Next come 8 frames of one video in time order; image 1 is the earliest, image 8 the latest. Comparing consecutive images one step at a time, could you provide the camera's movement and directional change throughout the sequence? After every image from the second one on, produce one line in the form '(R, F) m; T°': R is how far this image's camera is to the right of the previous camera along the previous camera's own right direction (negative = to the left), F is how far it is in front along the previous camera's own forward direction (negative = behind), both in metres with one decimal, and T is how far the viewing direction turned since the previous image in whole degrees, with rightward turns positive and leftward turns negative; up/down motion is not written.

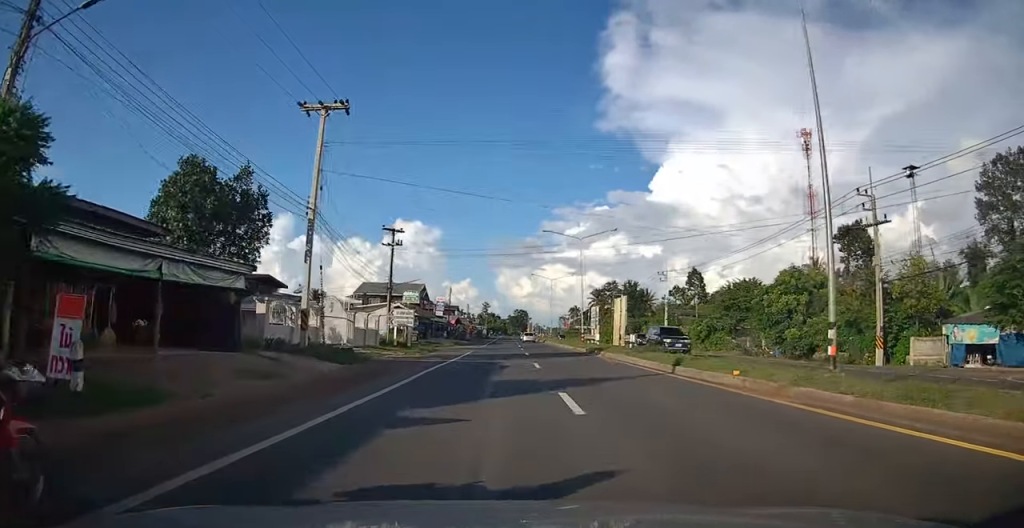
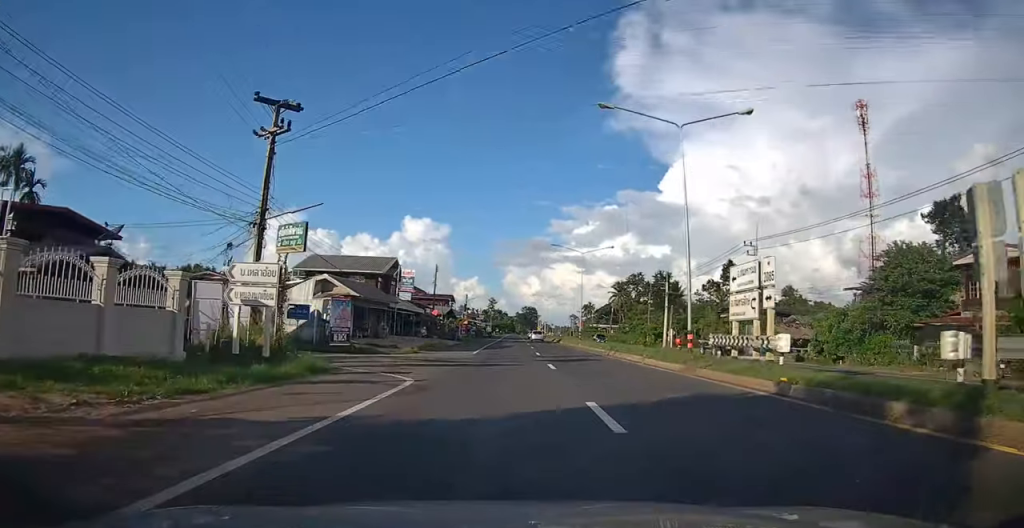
(-0.5, +26.0) m; -2°
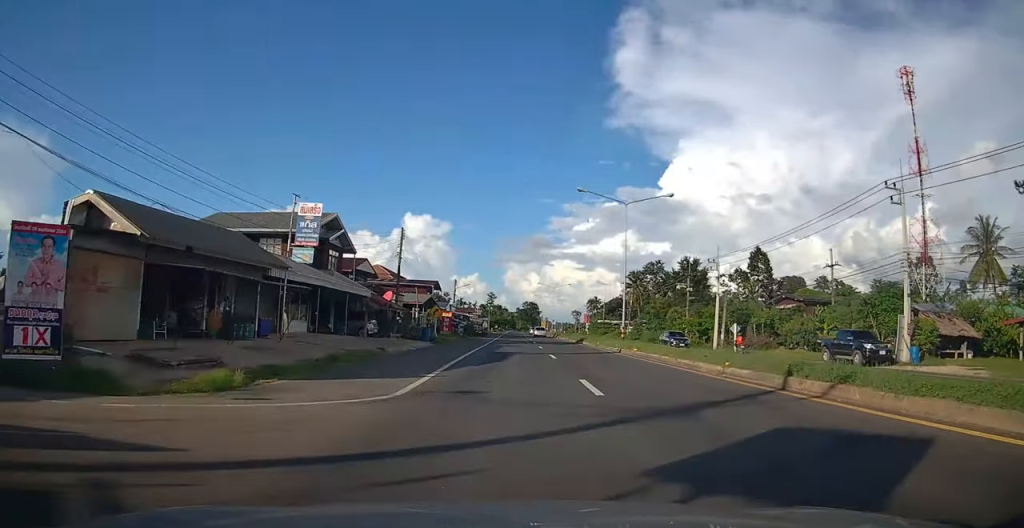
(+0.1, +20.7) m; +1°
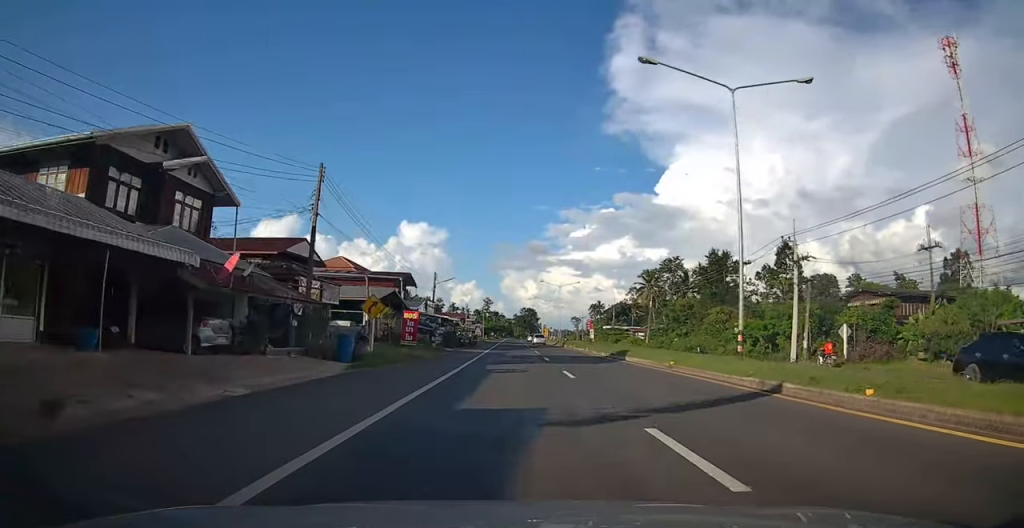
(+0.3, +18.6) m; +1°
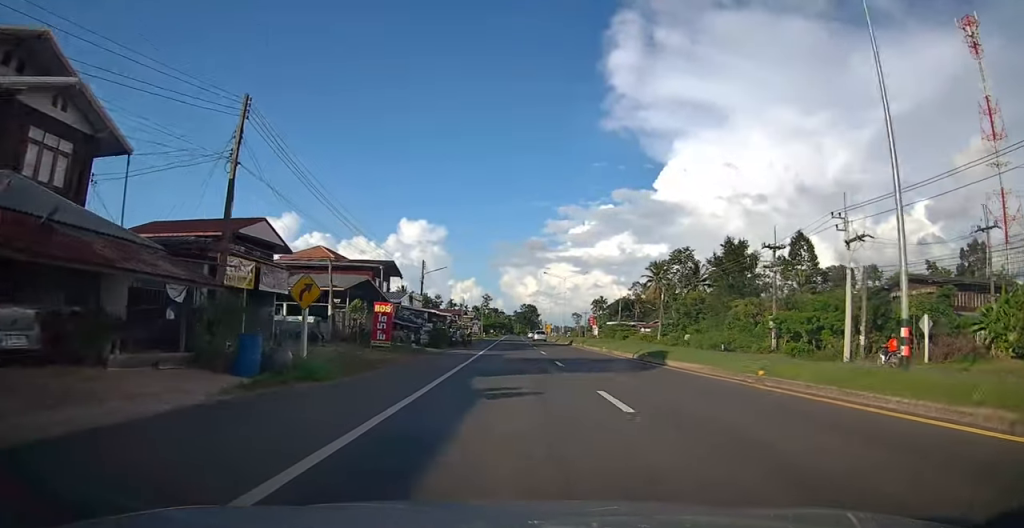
(0.0, +7.7) m; -1°
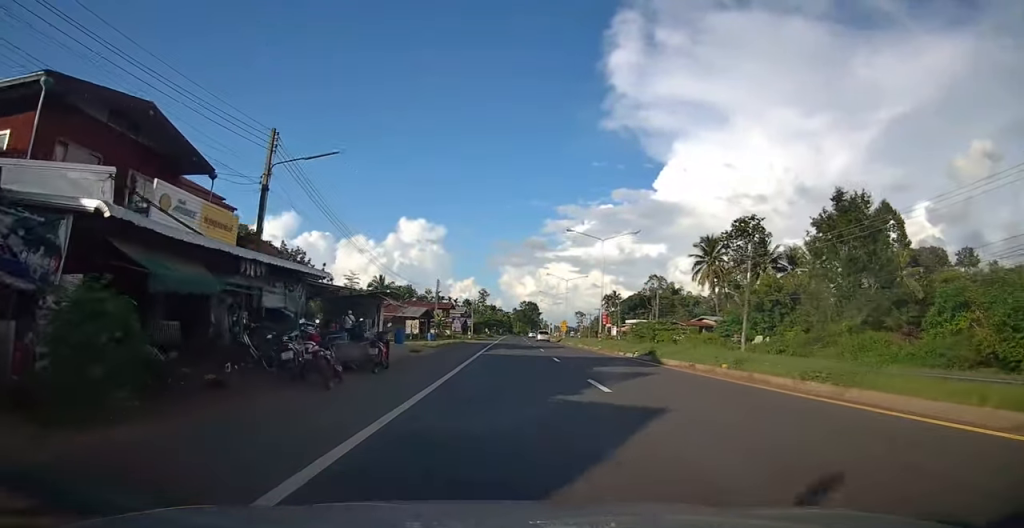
(-1.0, +33.2) m; -1°
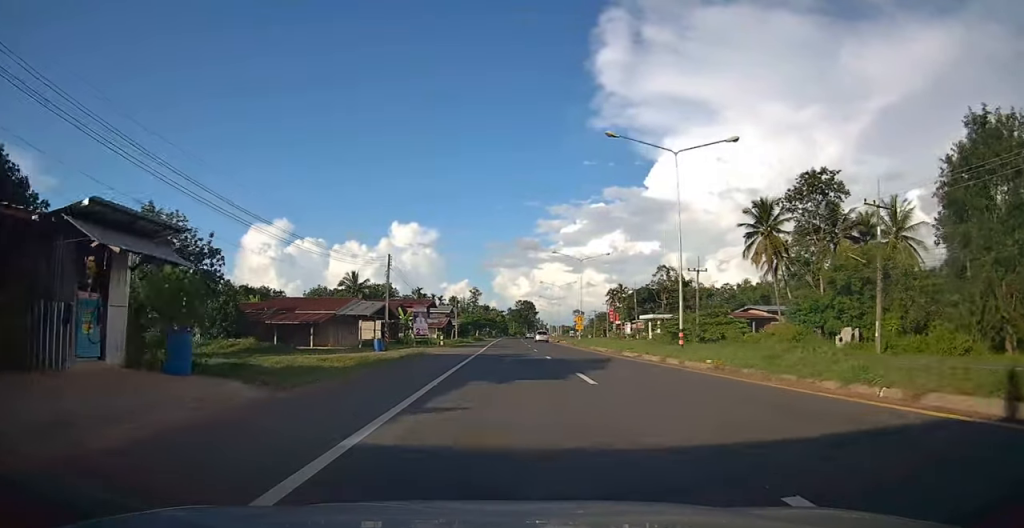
(+0.7, +23.0) m; +2°
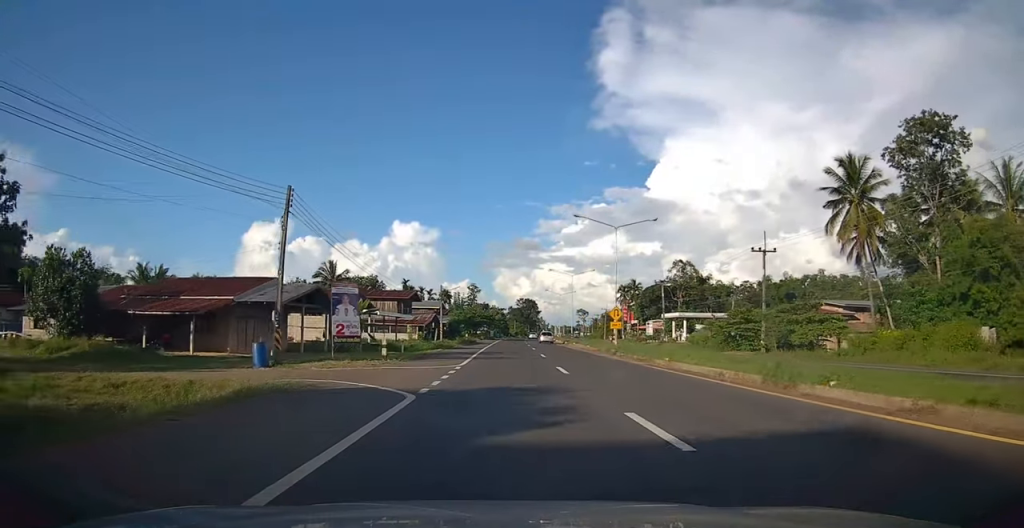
(0.0, +19.2) m; 0°
